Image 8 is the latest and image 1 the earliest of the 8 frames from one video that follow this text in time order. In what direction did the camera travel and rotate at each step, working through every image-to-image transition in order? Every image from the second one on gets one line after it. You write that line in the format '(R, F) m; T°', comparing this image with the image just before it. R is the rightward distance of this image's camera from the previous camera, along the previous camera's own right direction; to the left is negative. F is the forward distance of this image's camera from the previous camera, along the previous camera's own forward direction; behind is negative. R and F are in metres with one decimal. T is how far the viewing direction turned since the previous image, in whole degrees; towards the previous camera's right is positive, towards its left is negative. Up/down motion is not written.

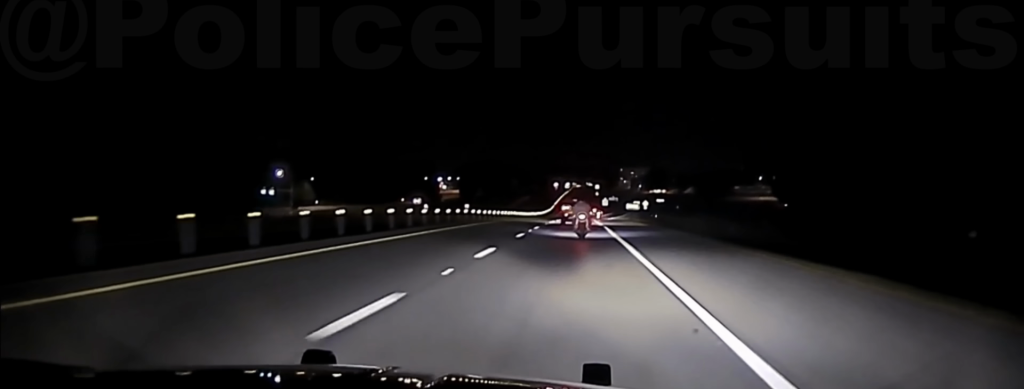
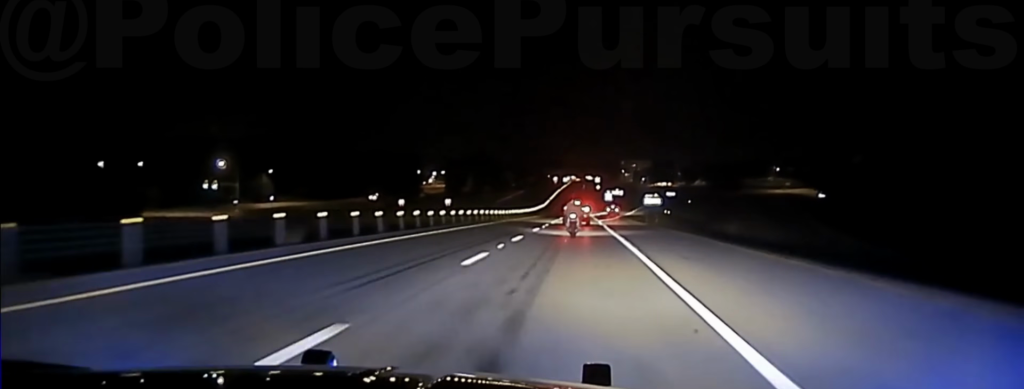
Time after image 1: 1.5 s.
(+0.2, +44.2) m; 0°
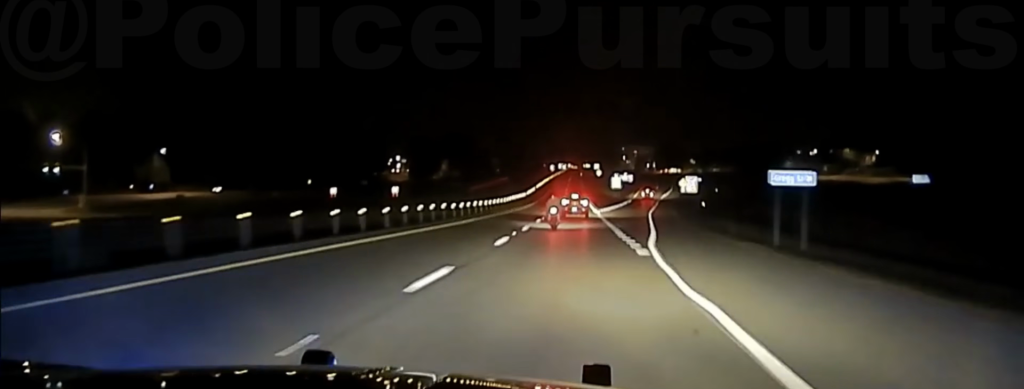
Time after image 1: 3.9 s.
(-0.6, +59.7) m; 0°
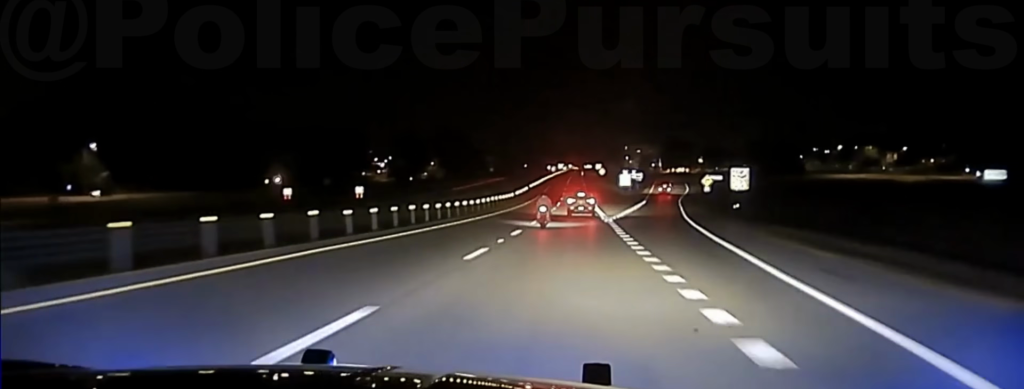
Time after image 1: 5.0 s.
(+0.2, +27.6) m; +1°
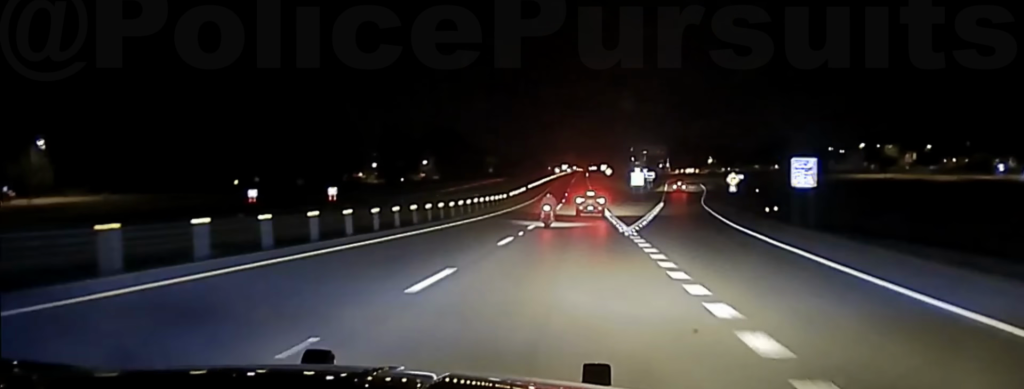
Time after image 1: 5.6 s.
(0.0, +18.6) m; 0°
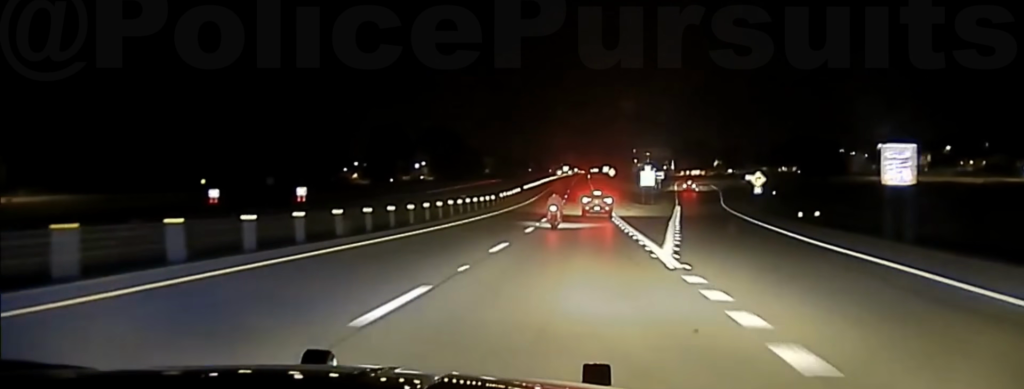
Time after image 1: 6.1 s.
(0.0, +14.2) m; 0°
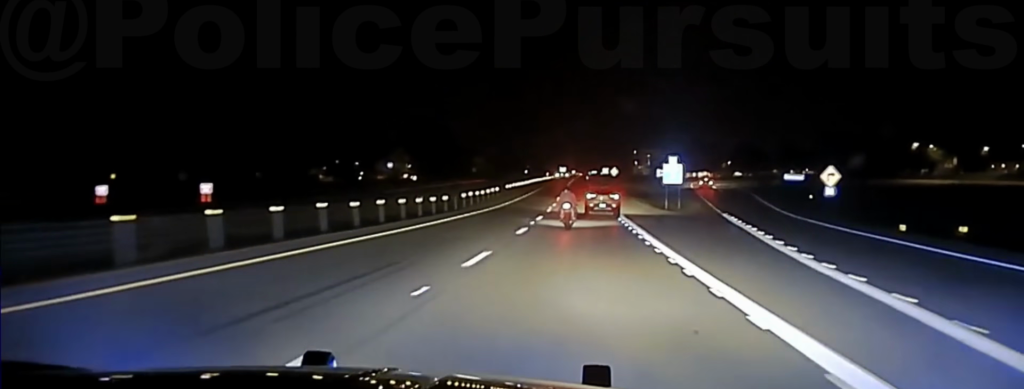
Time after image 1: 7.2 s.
(-0.3, +32.5) m; 0°
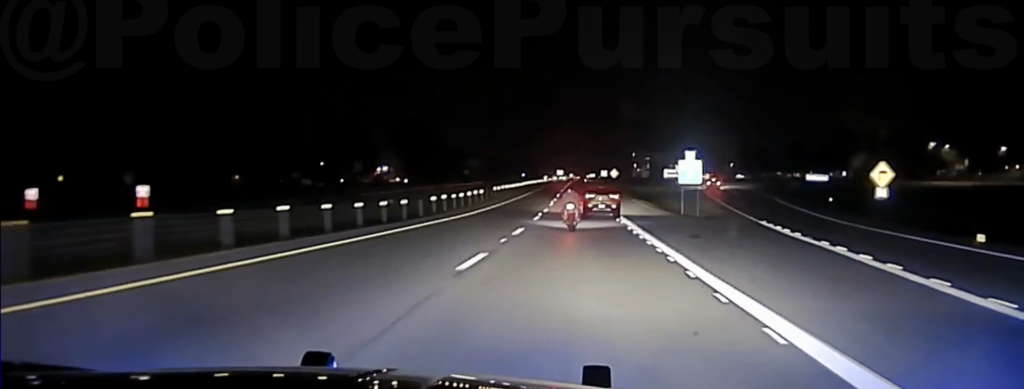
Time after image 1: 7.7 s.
(+0.1, +14.6) m; 0°
